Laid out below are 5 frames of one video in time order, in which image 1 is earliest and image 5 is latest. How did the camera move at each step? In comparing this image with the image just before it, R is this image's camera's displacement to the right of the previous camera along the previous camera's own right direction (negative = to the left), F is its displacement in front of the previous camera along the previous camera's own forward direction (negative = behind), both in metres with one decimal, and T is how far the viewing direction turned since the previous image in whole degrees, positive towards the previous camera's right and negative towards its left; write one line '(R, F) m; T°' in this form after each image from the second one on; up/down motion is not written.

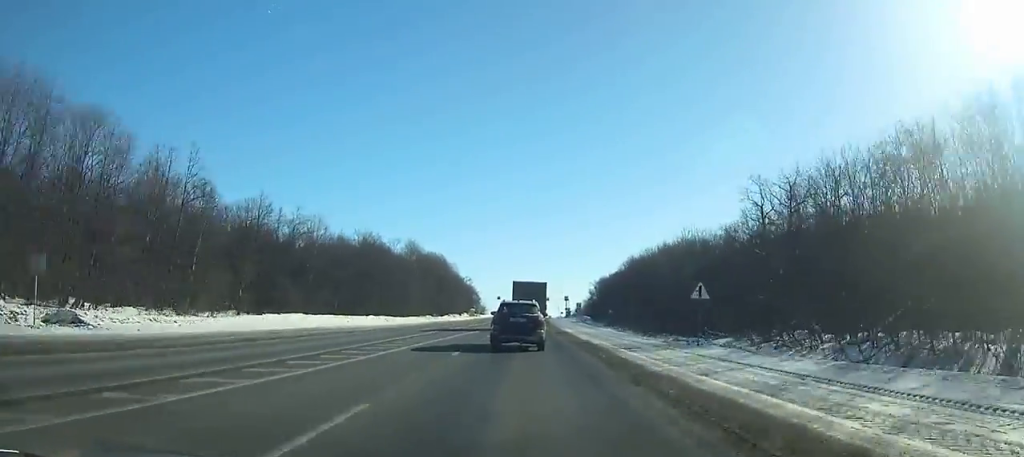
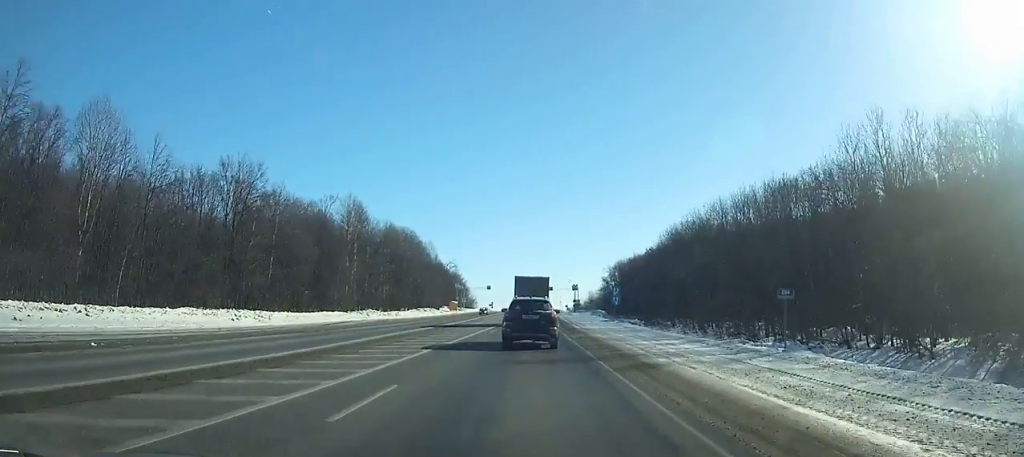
(+0.2, +46.6) m; 0°
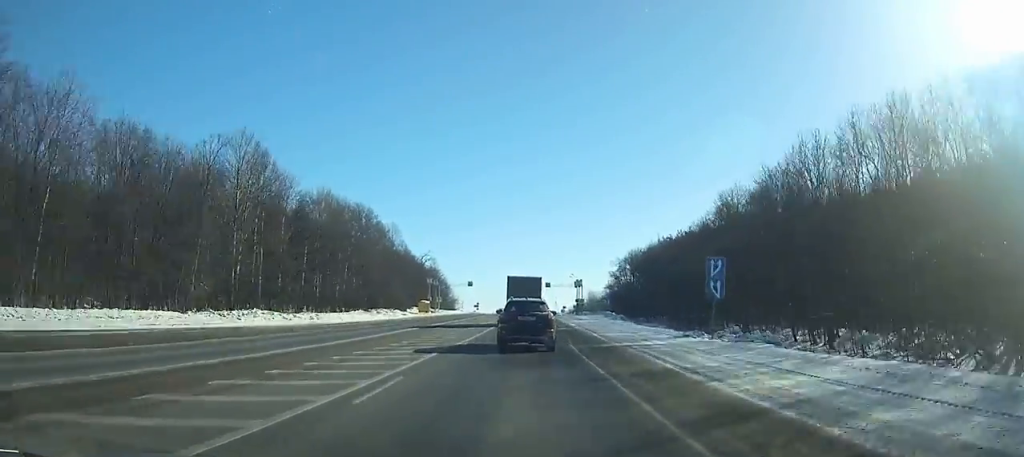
(-0.2, +34.0) m; -1°
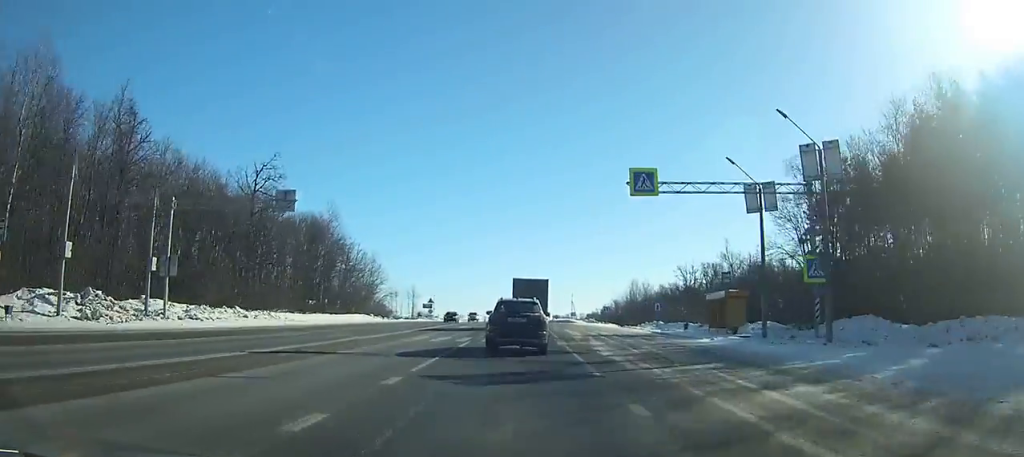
(-1.3, +104.3) m; -1°
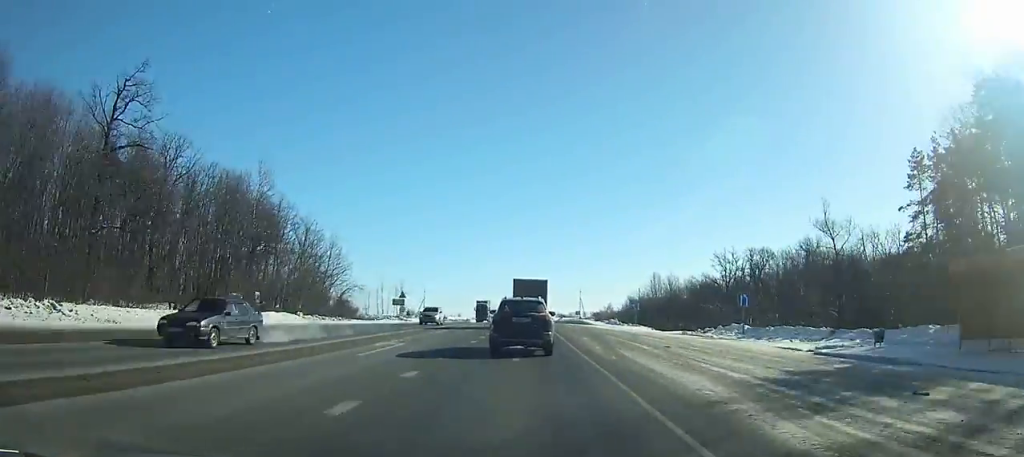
(+0.1, +25.5) m; 0°
